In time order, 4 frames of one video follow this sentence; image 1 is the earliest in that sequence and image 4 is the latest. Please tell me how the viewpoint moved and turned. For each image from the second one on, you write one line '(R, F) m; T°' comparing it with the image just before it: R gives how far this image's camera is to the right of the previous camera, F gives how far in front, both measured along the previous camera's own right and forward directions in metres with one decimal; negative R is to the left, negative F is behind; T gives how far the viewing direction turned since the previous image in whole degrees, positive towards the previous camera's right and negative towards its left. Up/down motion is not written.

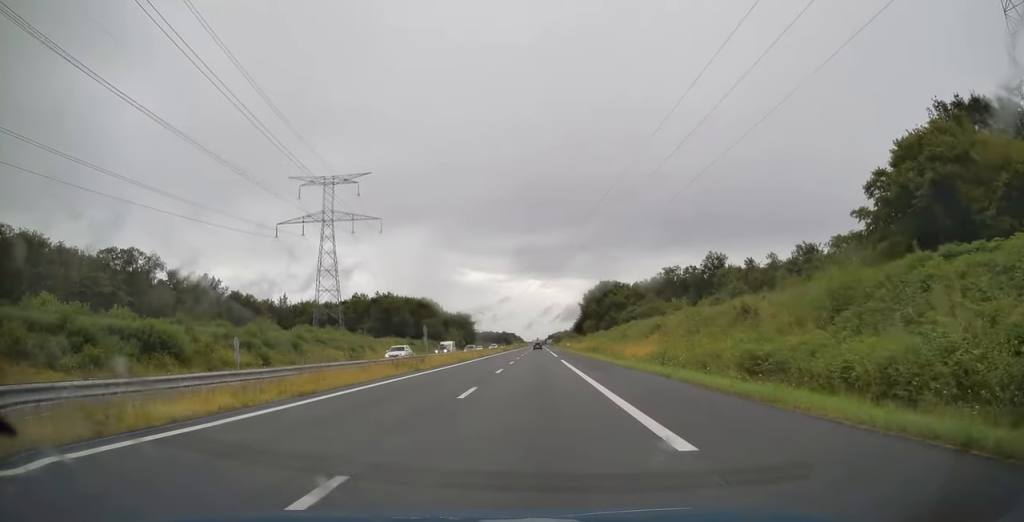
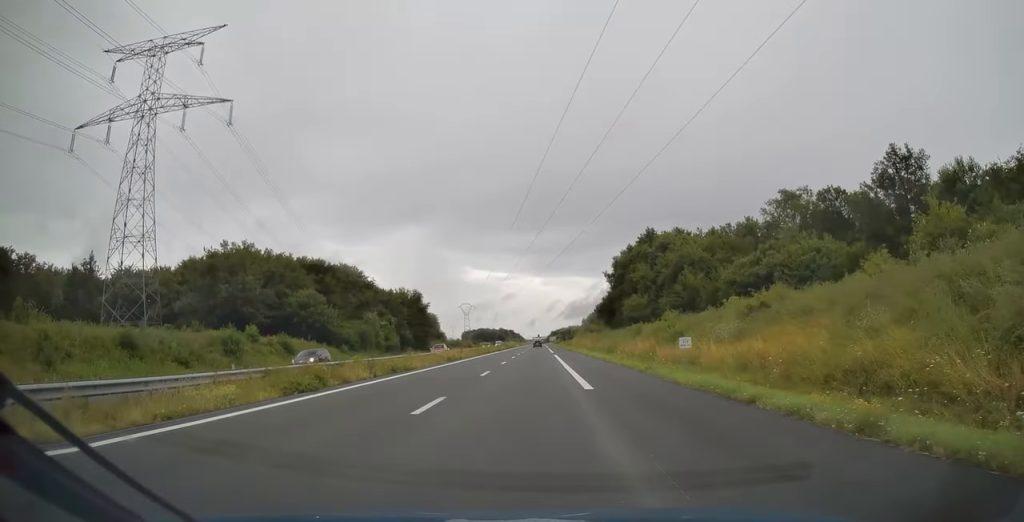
(+0.1, +93.9) m; 0°
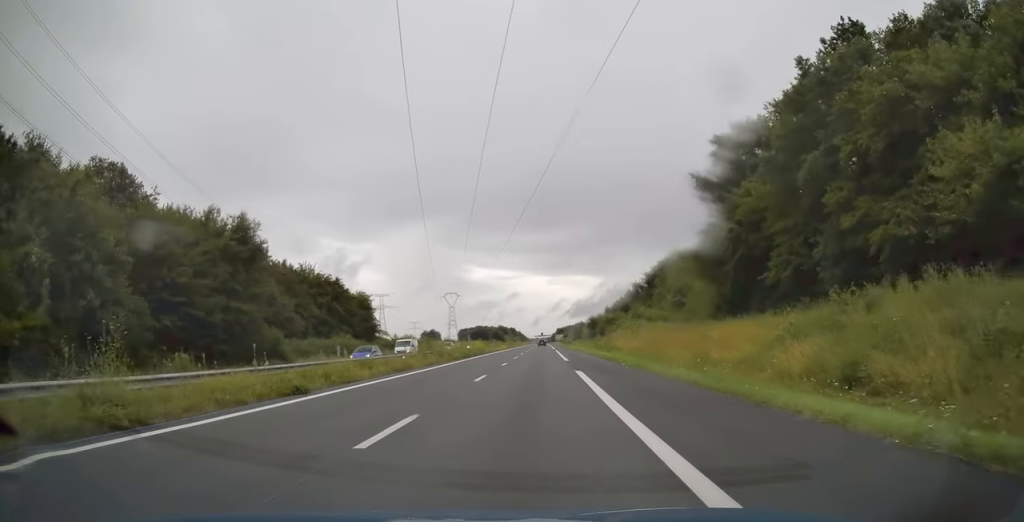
(-0.3, +81.8) m; 0°
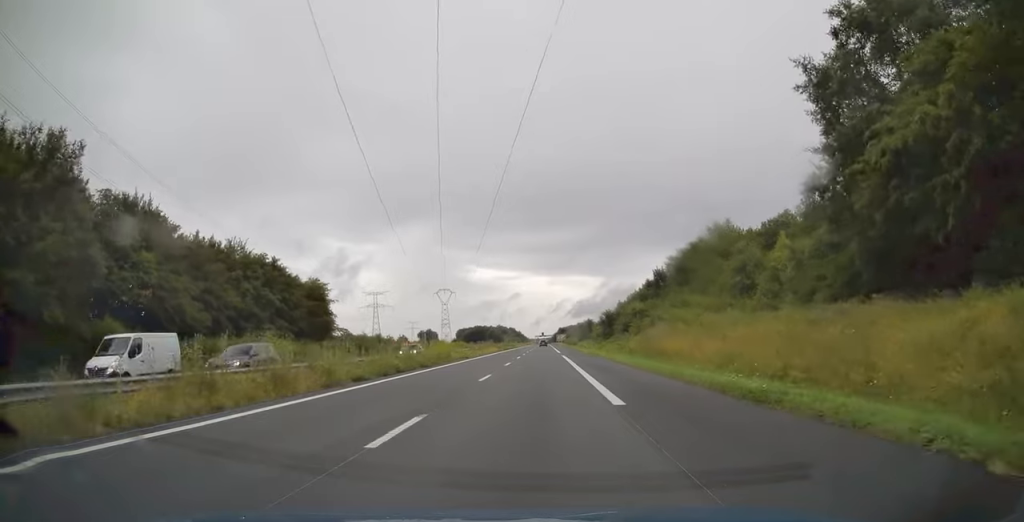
(0.0, +25.8) m; 0°
